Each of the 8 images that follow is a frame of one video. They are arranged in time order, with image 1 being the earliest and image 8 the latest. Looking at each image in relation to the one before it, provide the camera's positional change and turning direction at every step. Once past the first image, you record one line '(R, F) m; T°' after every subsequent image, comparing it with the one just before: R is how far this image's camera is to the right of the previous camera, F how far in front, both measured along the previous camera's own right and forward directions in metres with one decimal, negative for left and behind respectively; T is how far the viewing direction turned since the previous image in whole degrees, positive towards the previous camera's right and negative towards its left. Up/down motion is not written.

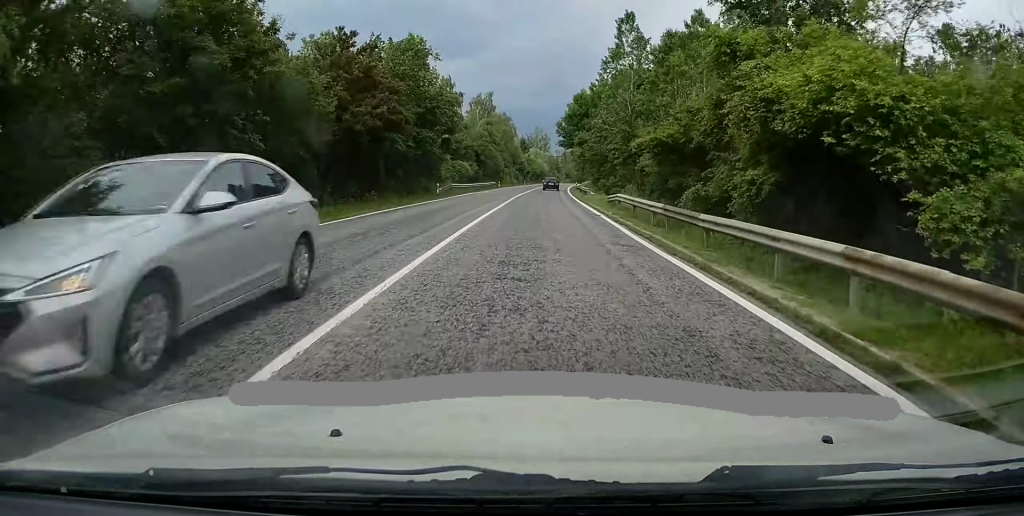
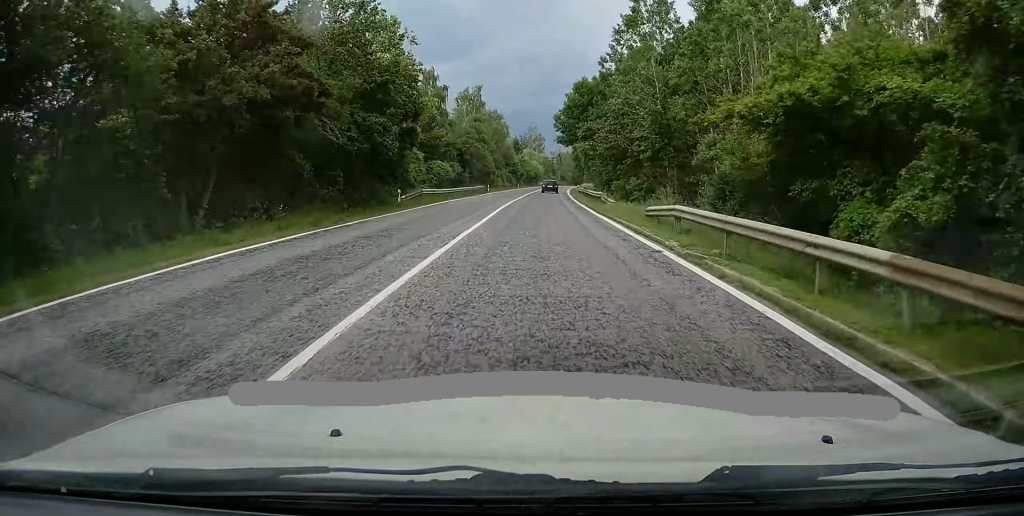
(0.0, +11.0) m; 0°
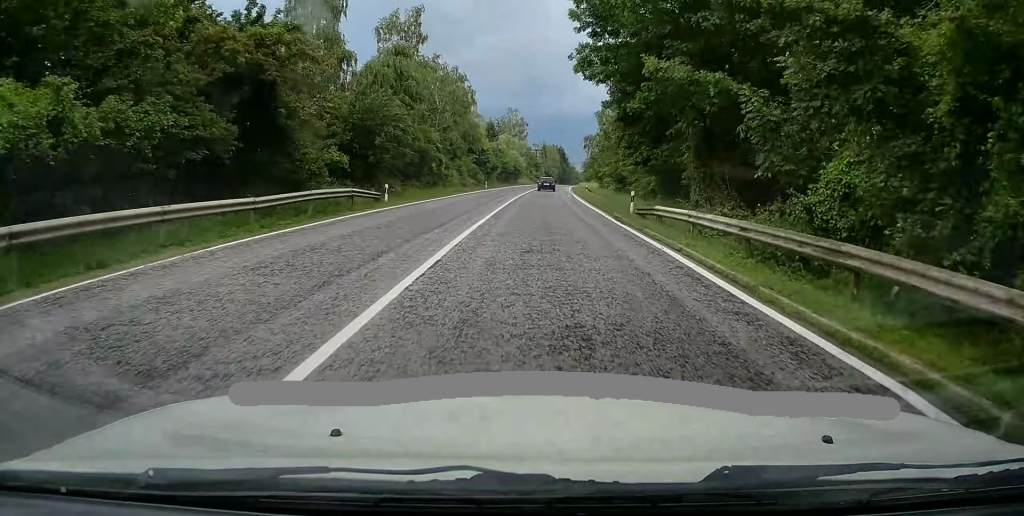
(+0.3, +44.3) m; +1°
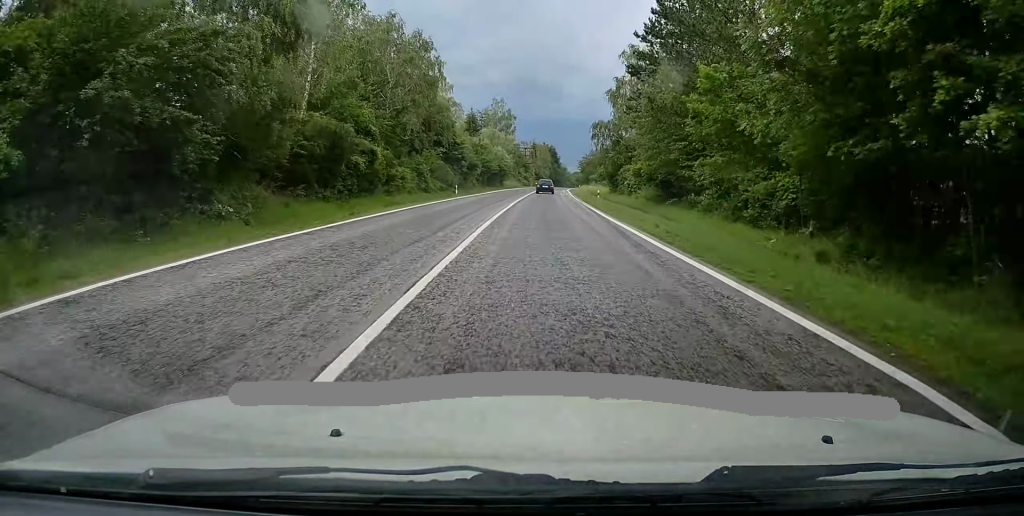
(+0.2, +21.6) m; +1°
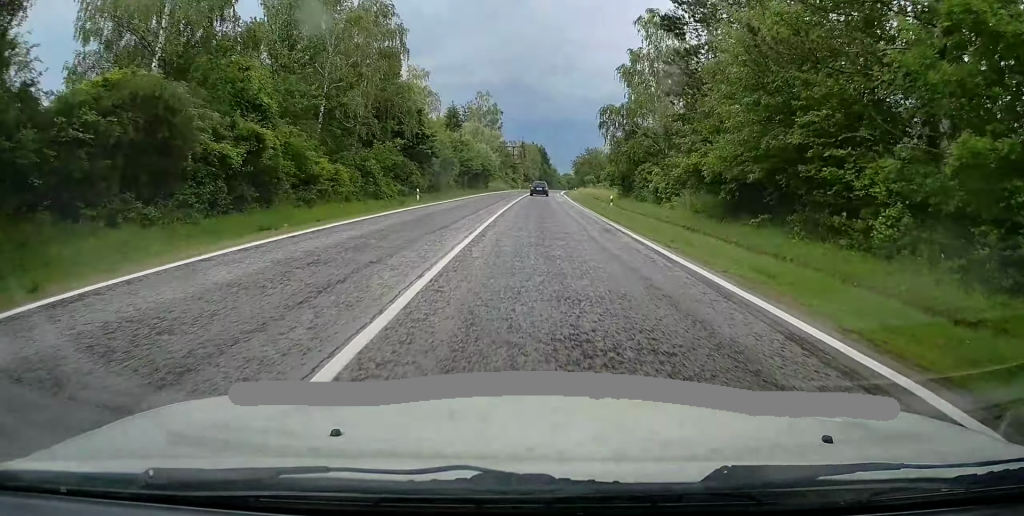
(0.0, +14.1) m; 0°
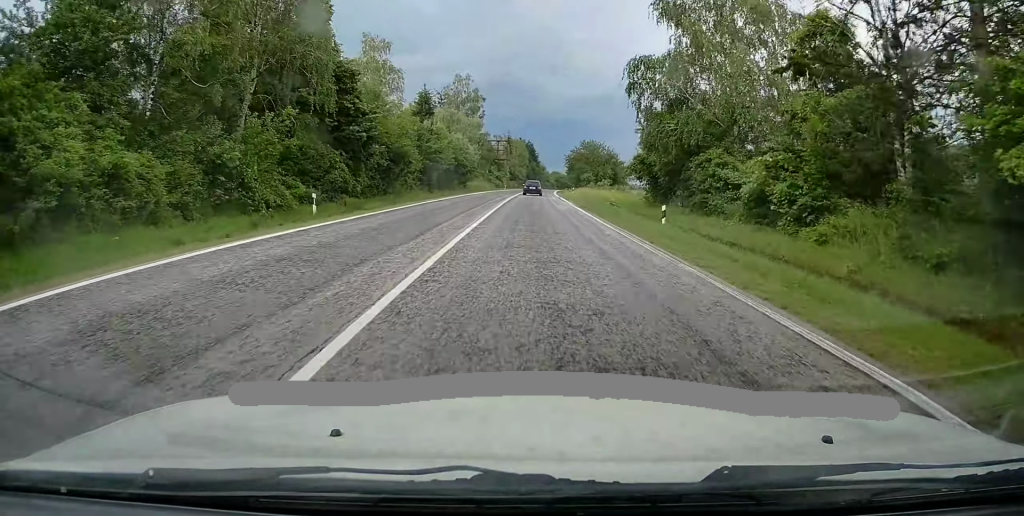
(0.0, +17.4) m; +1°
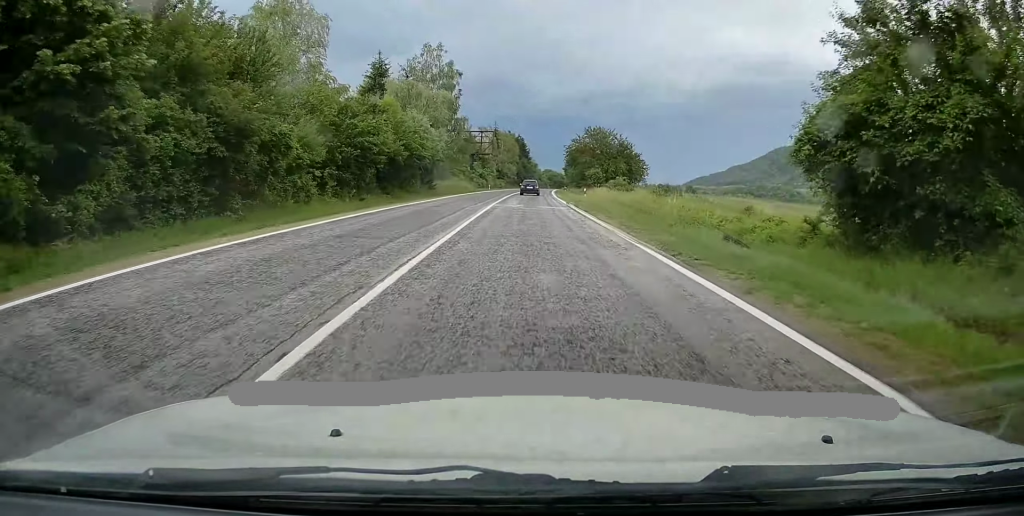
(+0.4, +23.3) m; +2°
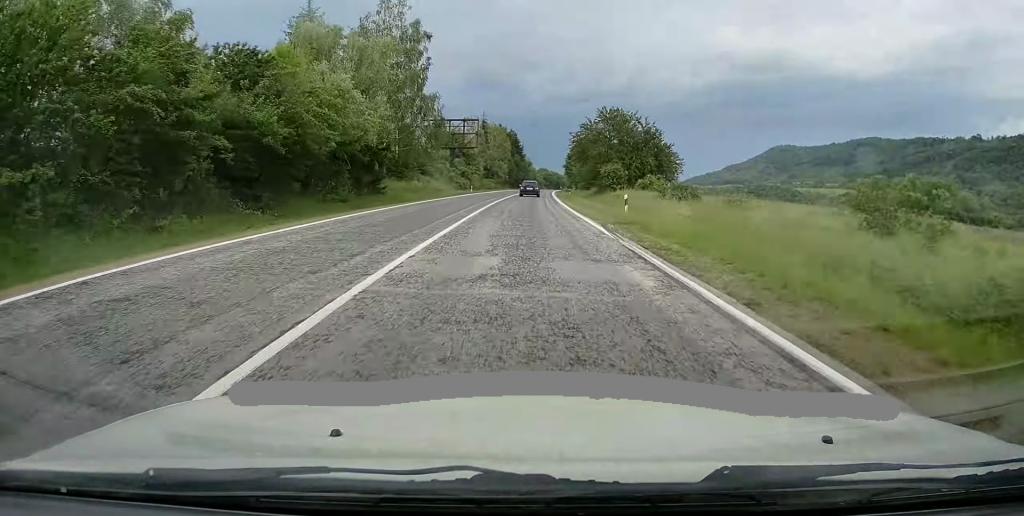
(+0.4, +21.5) m; +1°
